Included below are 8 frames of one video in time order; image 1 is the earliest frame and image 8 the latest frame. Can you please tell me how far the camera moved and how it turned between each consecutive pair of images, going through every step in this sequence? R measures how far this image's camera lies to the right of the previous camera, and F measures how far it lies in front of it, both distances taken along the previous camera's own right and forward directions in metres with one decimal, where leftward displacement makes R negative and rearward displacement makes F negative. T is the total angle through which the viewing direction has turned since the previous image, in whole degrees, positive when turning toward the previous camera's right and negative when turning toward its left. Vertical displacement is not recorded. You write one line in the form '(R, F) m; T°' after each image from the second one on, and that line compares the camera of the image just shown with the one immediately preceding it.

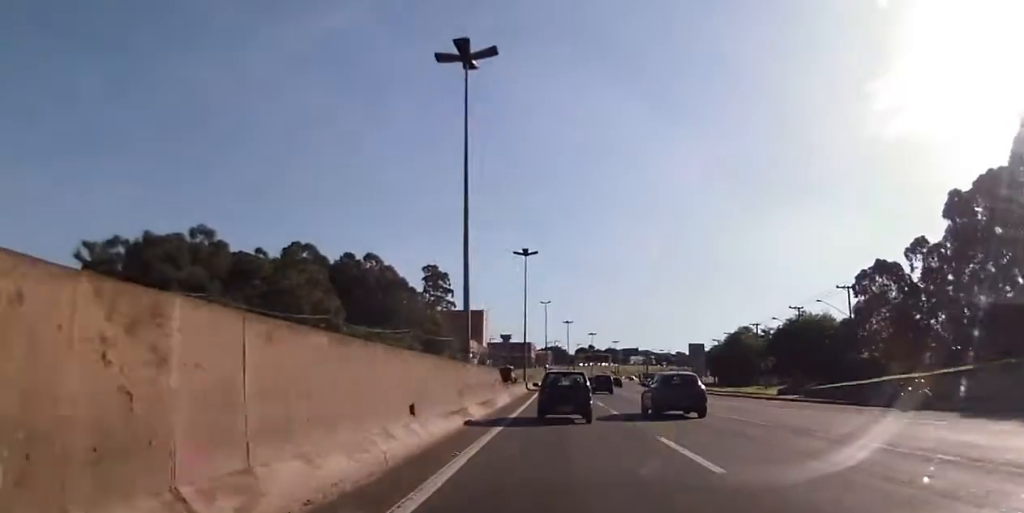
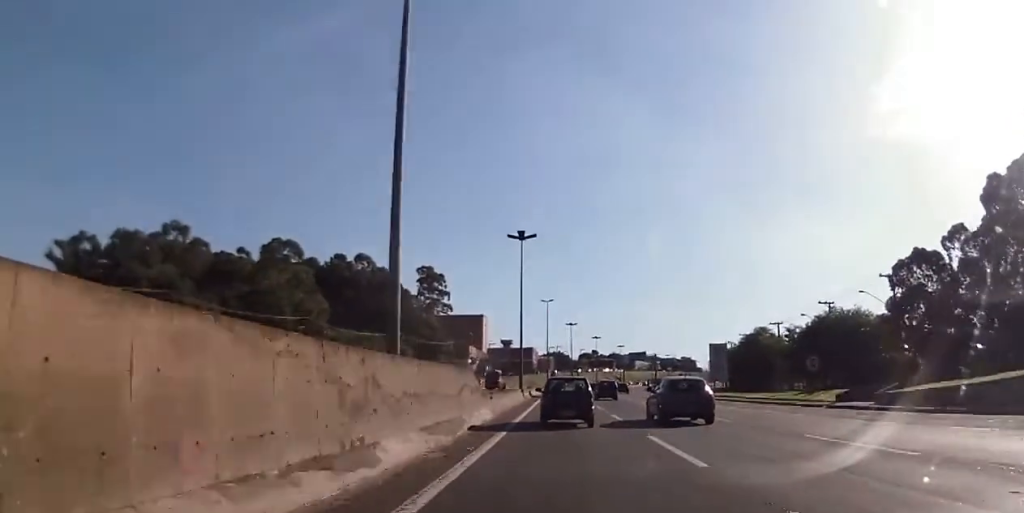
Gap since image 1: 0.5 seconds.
(+0.3, +10.4) m; +1°
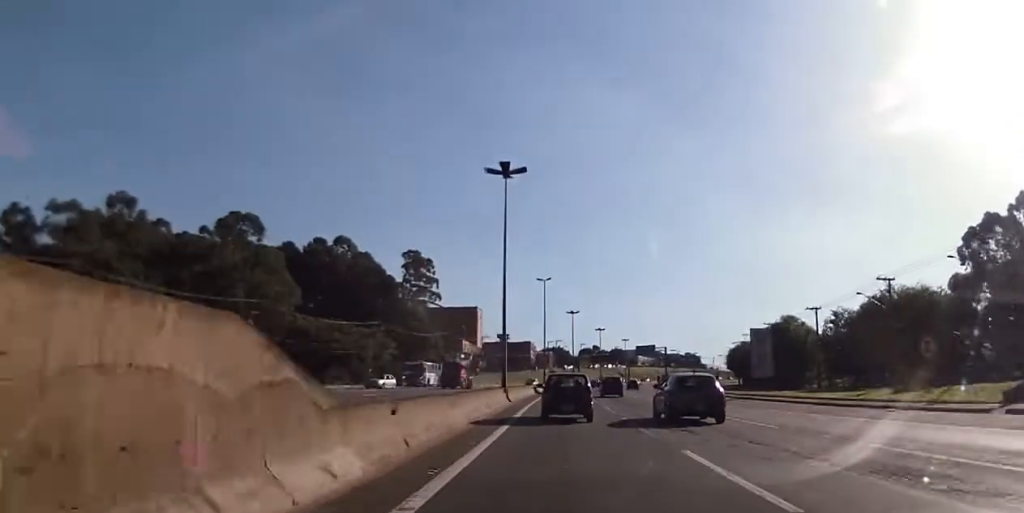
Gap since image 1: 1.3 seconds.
(-0.2, +16.4) m; -1°
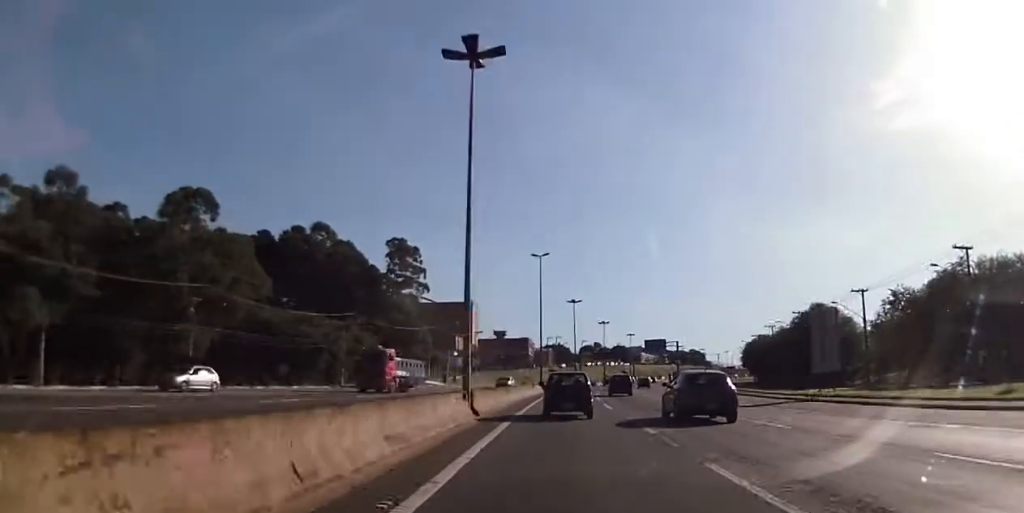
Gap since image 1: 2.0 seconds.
(-0.1, +14.8) m; 0°
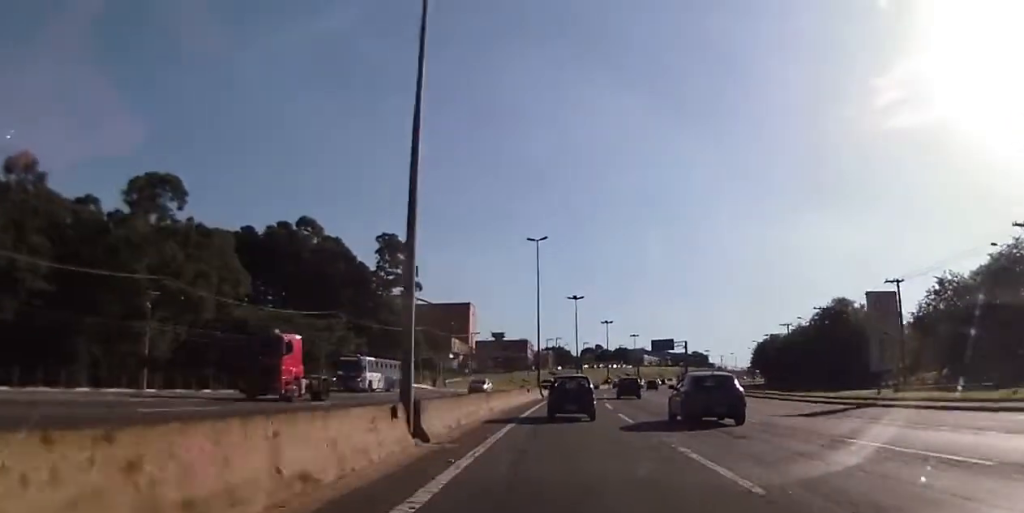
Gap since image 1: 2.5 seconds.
(-0.1, +8.7) m; 0°
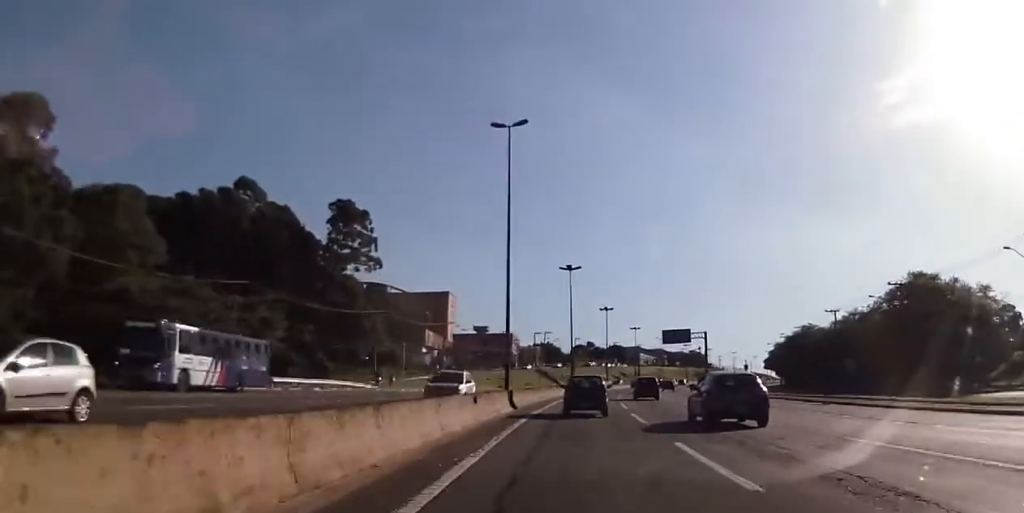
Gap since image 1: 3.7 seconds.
(+0.3, +24.7) m; +1°
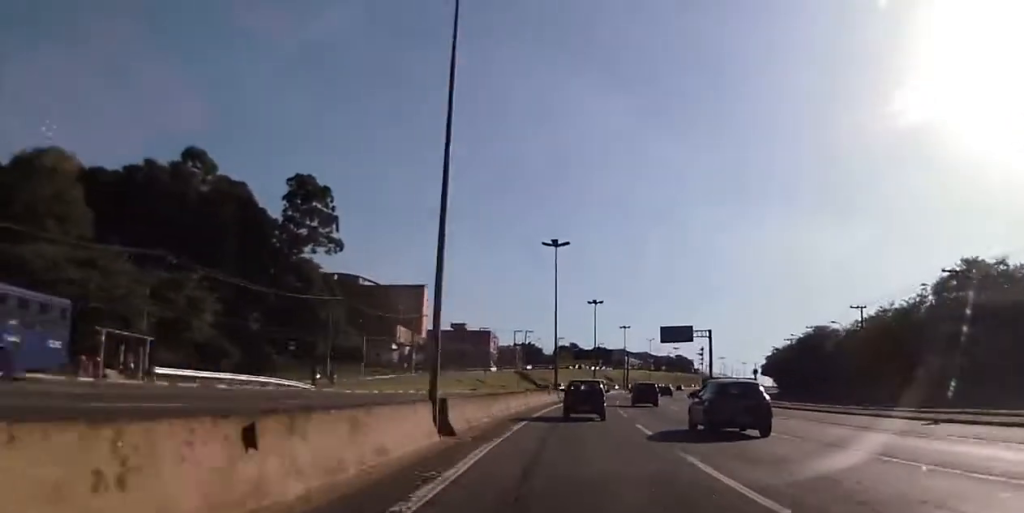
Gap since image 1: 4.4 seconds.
(0.0, +13.4) m; 0°
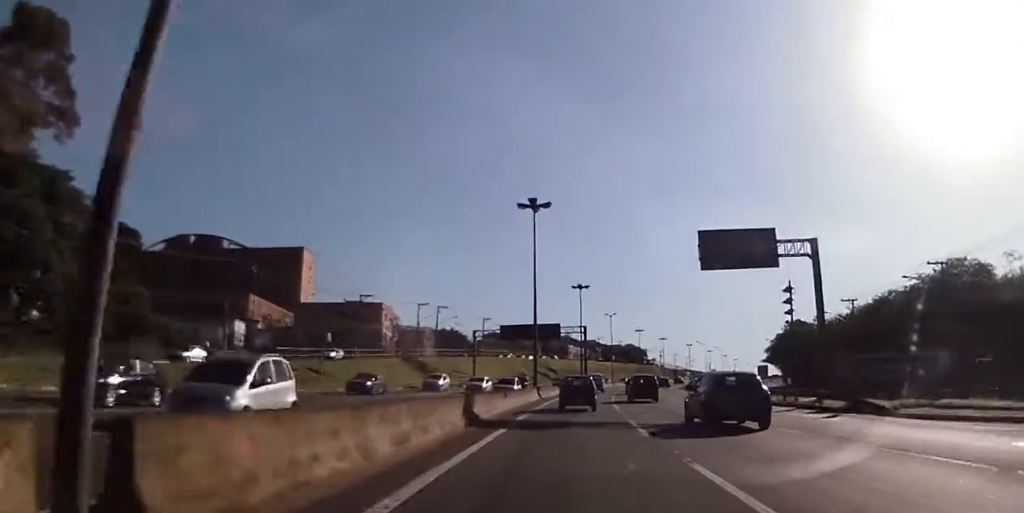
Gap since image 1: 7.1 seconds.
(+2.1, +51.5) m; +5°
